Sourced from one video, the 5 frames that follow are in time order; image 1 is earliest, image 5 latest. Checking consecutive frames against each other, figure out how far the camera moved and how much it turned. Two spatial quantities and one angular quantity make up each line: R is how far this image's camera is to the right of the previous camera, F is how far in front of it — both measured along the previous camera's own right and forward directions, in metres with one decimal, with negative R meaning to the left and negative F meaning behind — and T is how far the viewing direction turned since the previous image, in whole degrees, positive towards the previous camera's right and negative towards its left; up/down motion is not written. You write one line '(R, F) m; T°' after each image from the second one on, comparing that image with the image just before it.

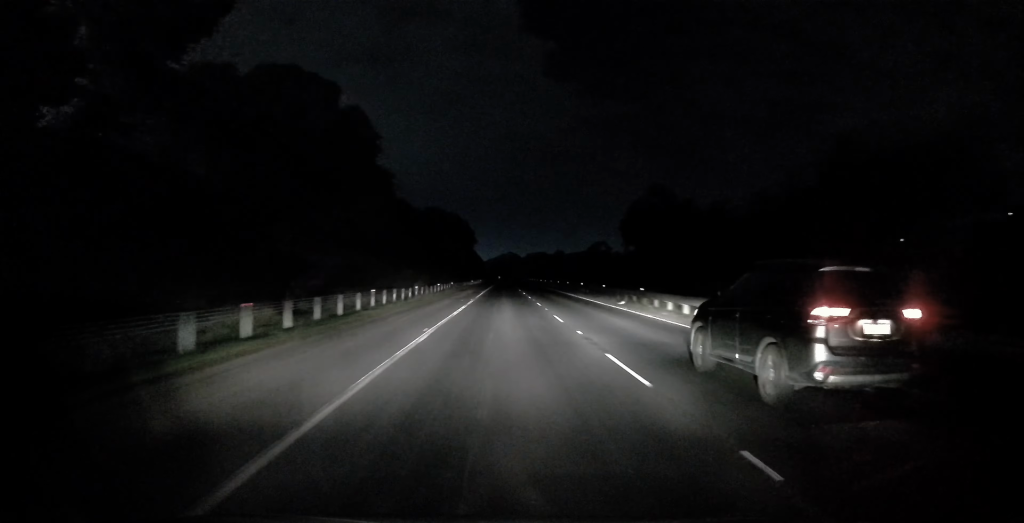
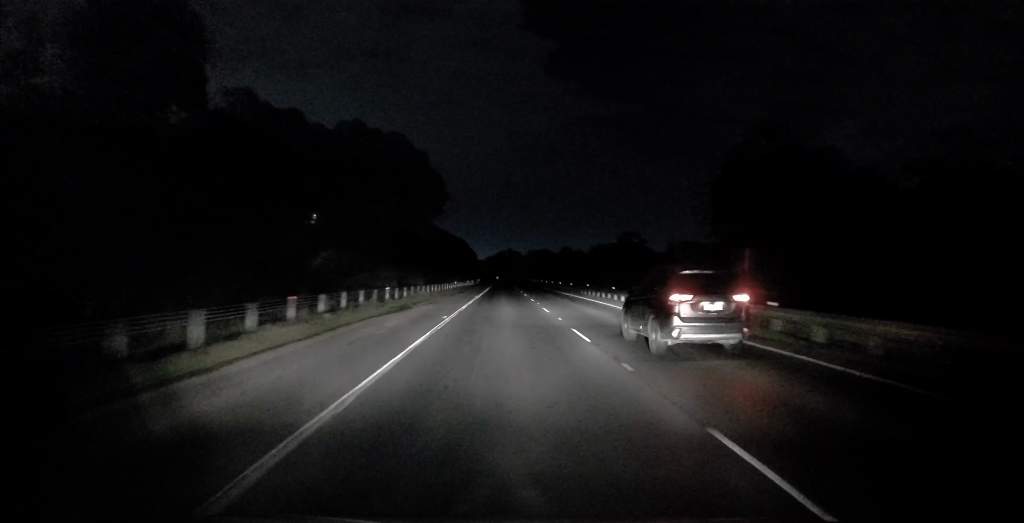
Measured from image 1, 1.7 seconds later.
(+0.5, +41.2) m; 0°
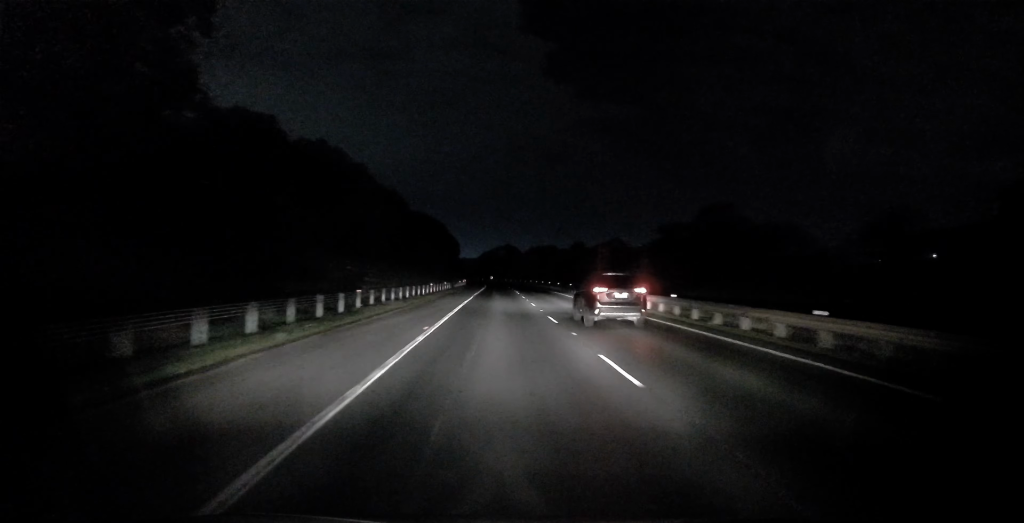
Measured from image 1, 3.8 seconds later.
(-0.8, +53.3) m; -1°
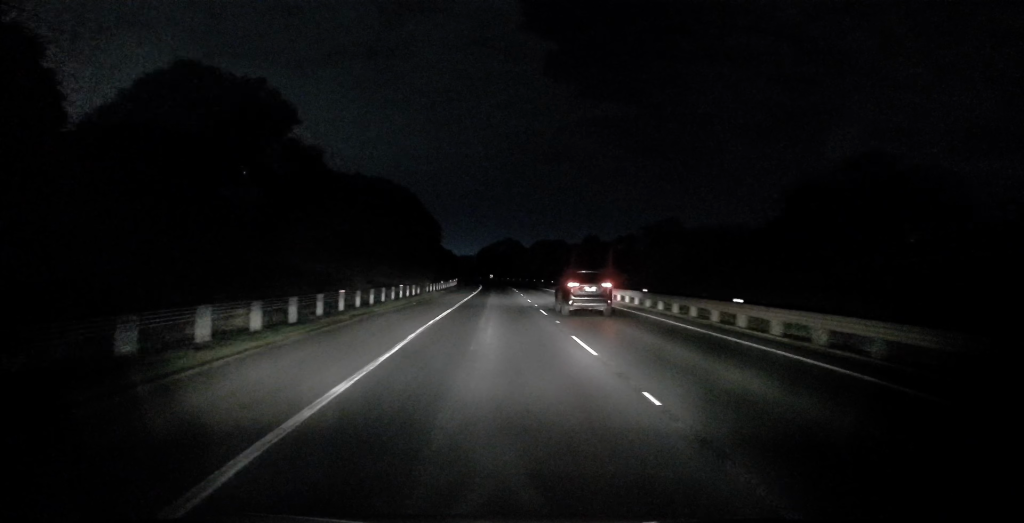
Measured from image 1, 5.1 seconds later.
(+0.1, +32.6) m; +1°
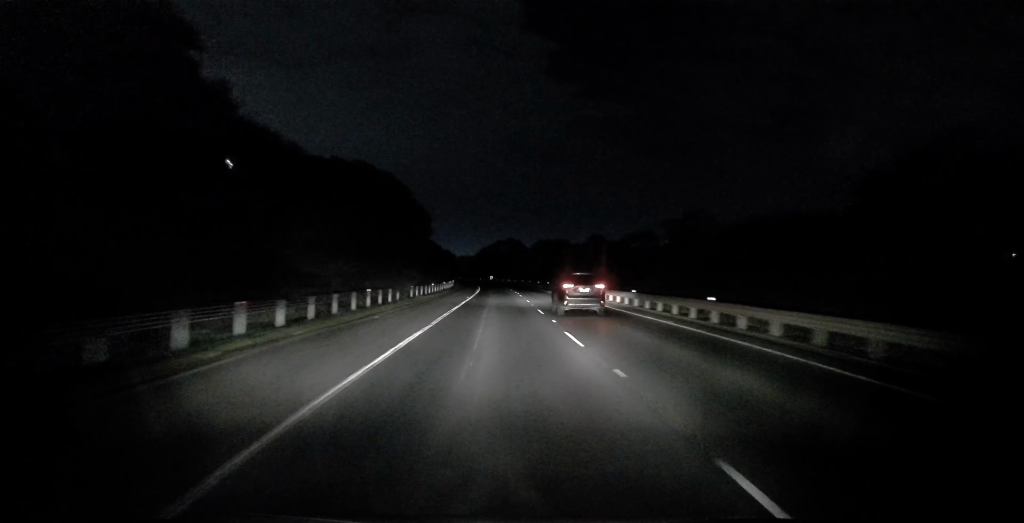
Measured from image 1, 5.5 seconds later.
(0.0, +10.0) m; 0°
